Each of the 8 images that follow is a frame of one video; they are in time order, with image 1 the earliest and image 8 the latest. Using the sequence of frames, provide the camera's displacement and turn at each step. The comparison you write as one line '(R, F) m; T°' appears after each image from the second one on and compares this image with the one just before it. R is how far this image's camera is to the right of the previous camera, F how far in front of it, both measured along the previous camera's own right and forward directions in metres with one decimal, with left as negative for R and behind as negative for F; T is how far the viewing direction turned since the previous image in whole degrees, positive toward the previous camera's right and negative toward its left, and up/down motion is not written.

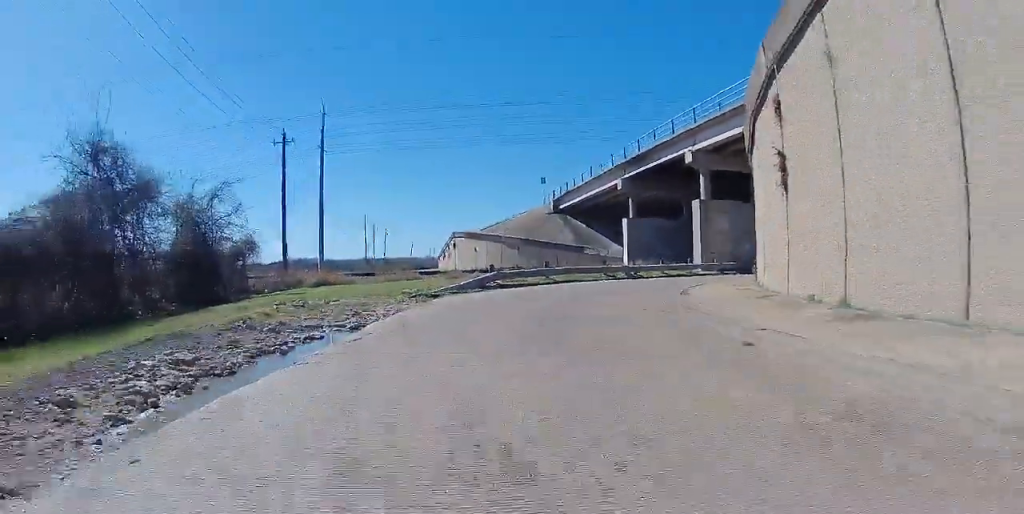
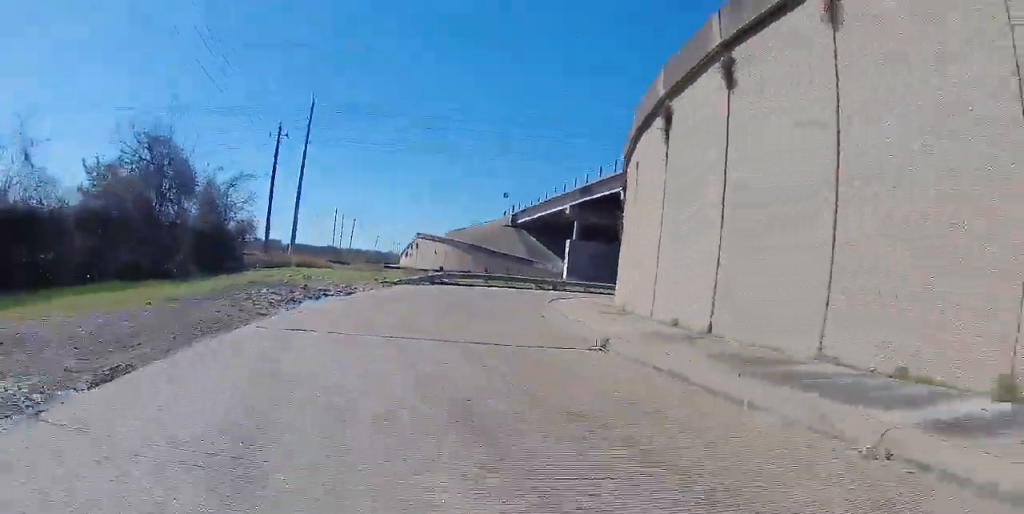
(-0.3, +6.4) m; -3°
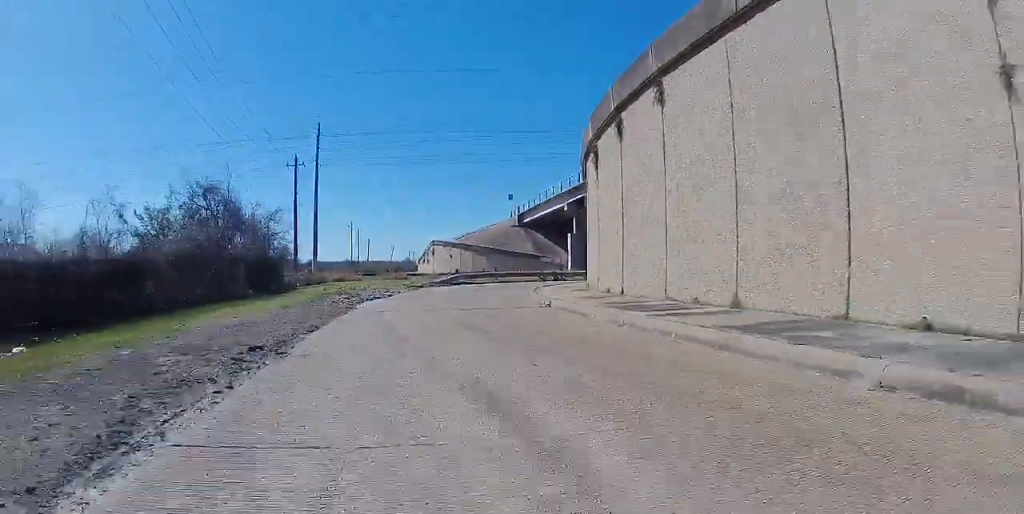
(0.0, +5.4) m; 0°
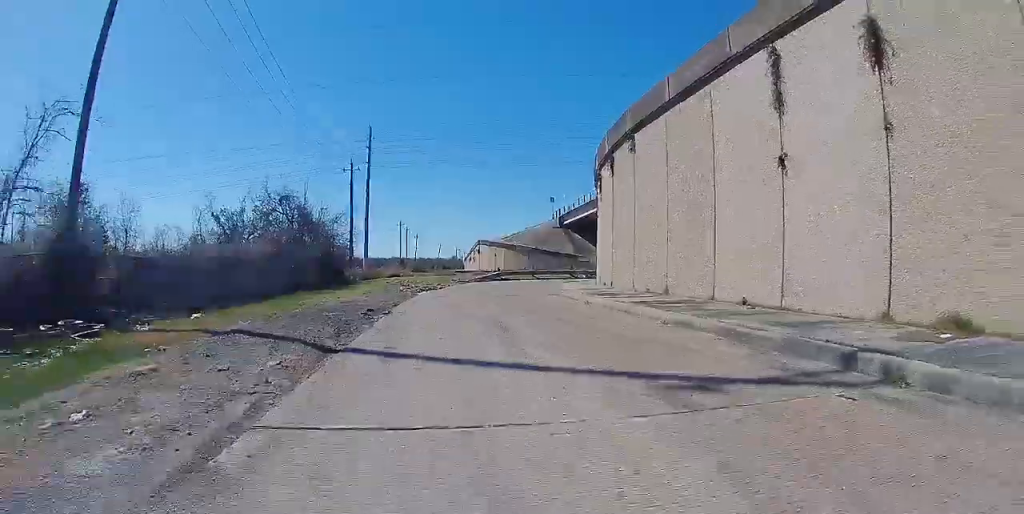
(0.0, +5.2) m; 0°
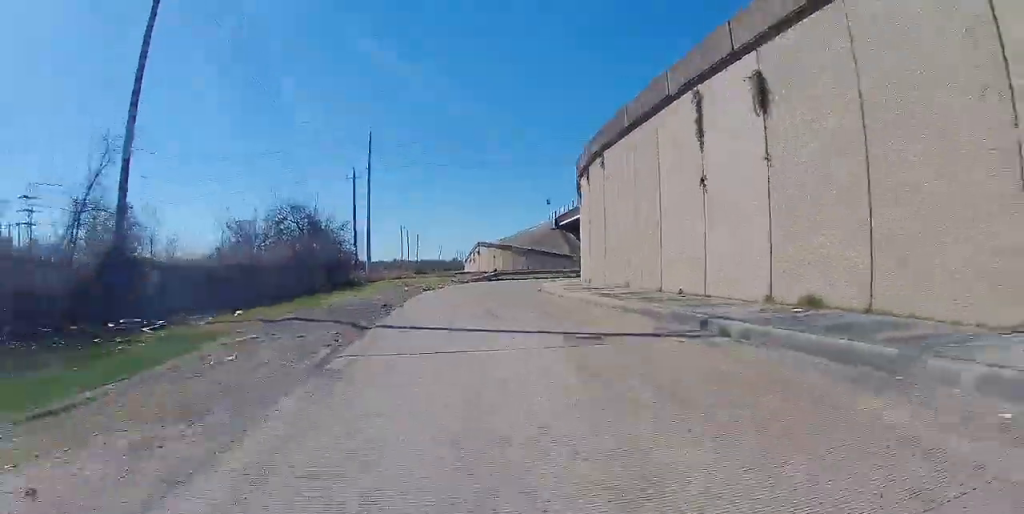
(0.0, +2.9) m; 0°
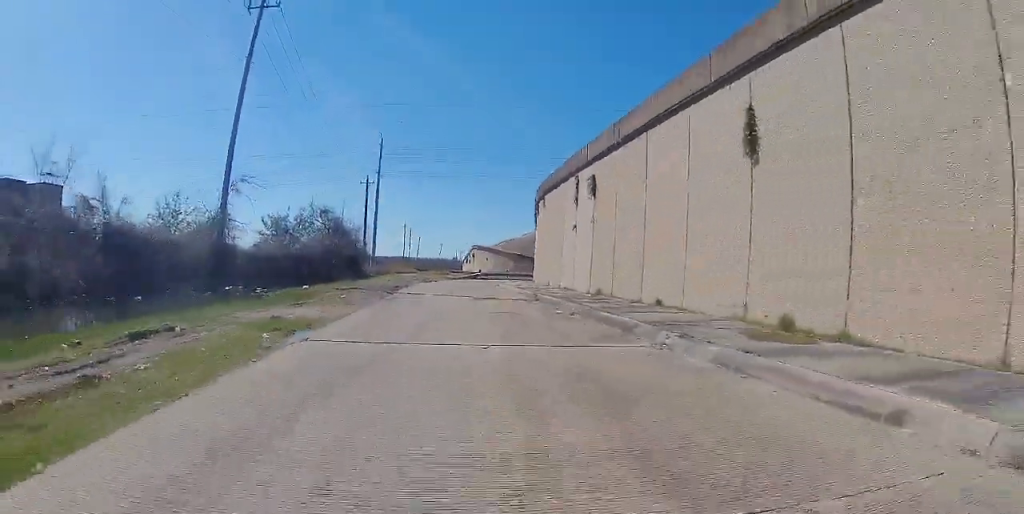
(0.0, +10.1) m; 0°
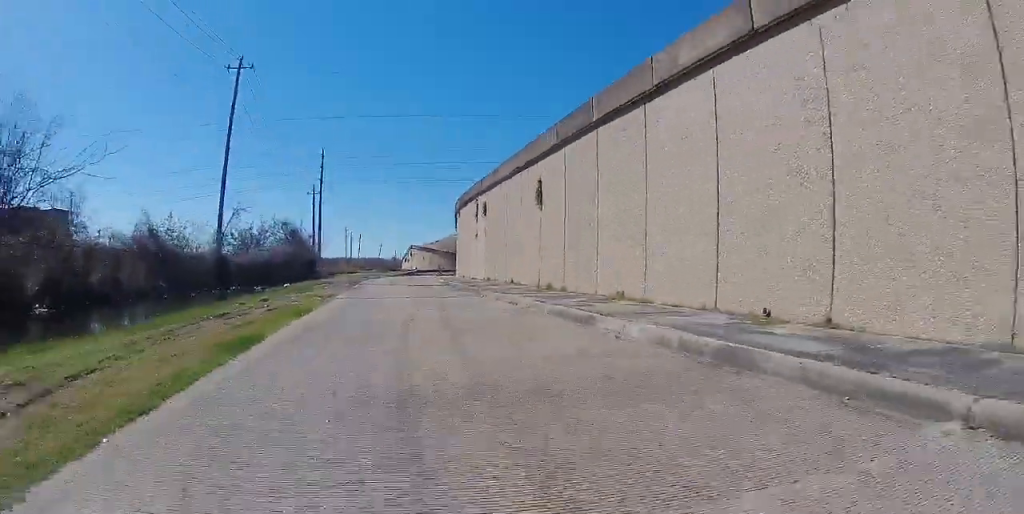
(0.0, +9.6) m; 0°
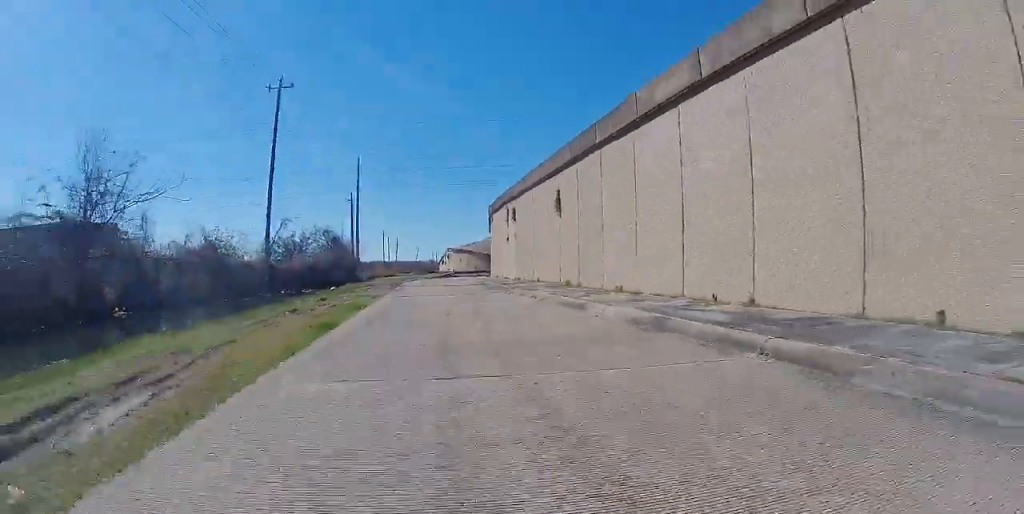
(0.0, +2.7) m; 0°
